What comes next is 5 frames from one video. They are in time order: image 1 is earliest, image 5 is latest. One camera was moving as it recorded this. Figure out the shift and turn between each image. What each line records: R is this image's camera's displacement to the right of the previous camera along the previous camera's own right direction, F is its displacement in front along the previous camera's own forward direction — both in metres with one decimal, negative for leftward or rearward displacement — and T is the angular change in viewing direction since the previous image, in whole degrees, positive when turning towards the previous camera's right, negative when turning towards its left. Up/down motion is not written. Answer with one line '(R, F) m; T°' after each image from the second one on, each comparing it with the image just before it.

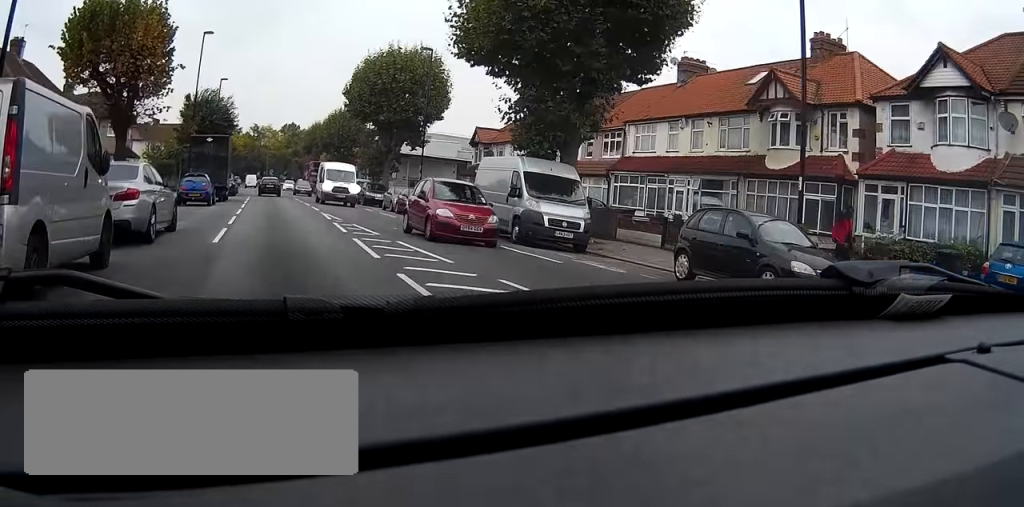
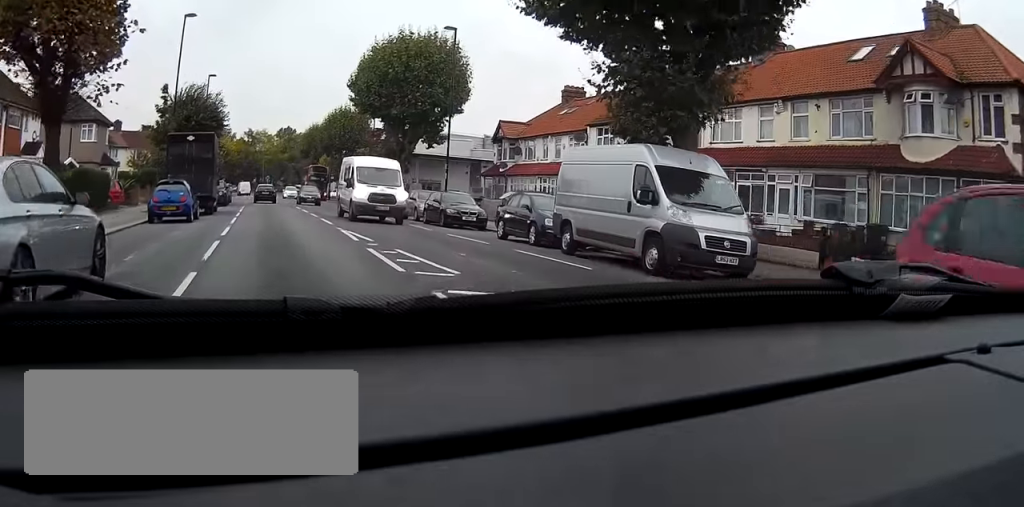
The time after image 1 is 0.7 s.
(0.0, +6.2) m; 0°
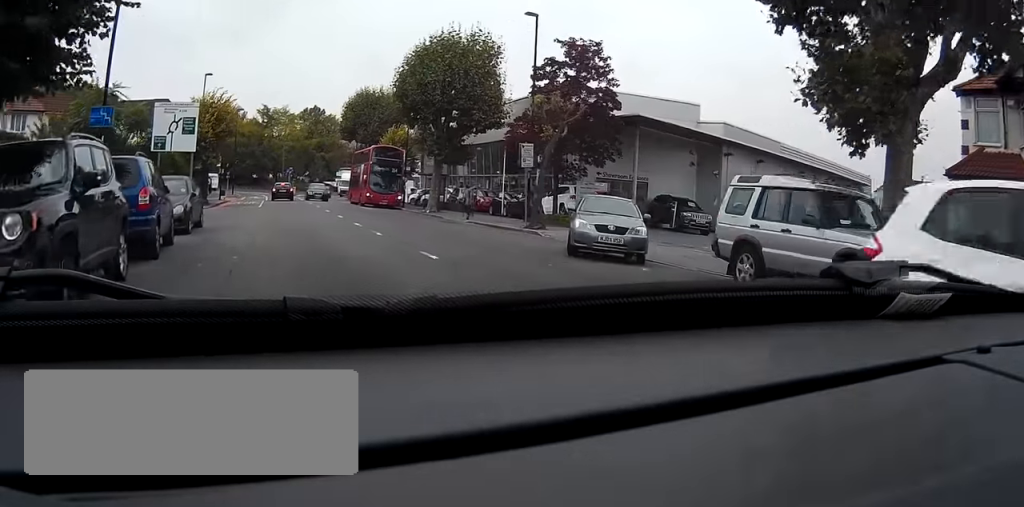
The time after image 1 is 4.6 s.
(-0.3, +38.9) m; -2°
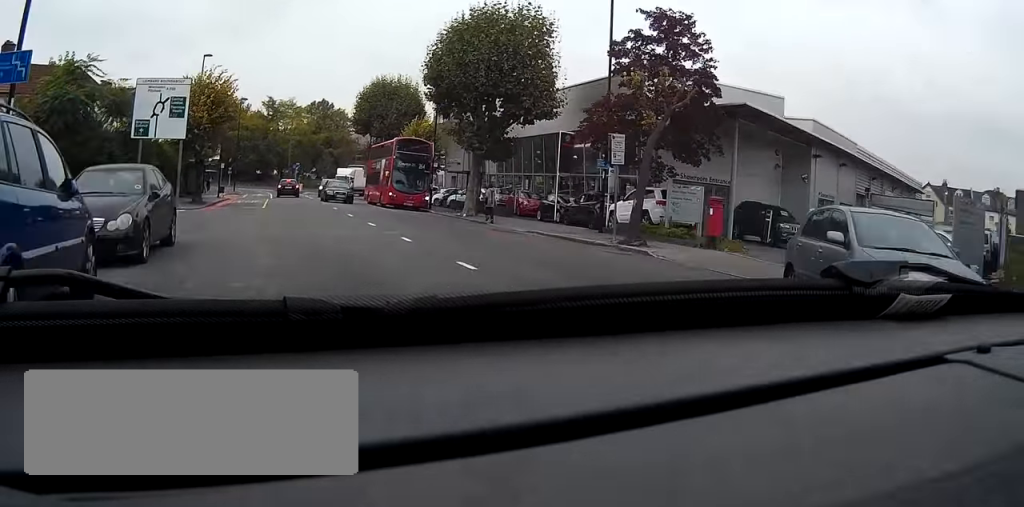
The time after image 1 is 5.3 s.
(0.0, +7.5) m; 0°
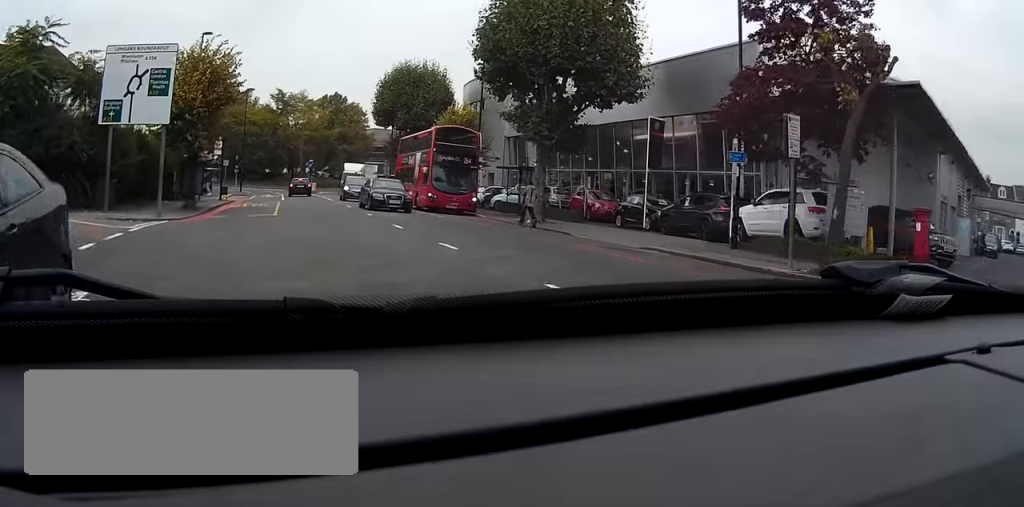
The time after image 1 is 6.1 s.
(-0.1, +8.1) m; 0°
